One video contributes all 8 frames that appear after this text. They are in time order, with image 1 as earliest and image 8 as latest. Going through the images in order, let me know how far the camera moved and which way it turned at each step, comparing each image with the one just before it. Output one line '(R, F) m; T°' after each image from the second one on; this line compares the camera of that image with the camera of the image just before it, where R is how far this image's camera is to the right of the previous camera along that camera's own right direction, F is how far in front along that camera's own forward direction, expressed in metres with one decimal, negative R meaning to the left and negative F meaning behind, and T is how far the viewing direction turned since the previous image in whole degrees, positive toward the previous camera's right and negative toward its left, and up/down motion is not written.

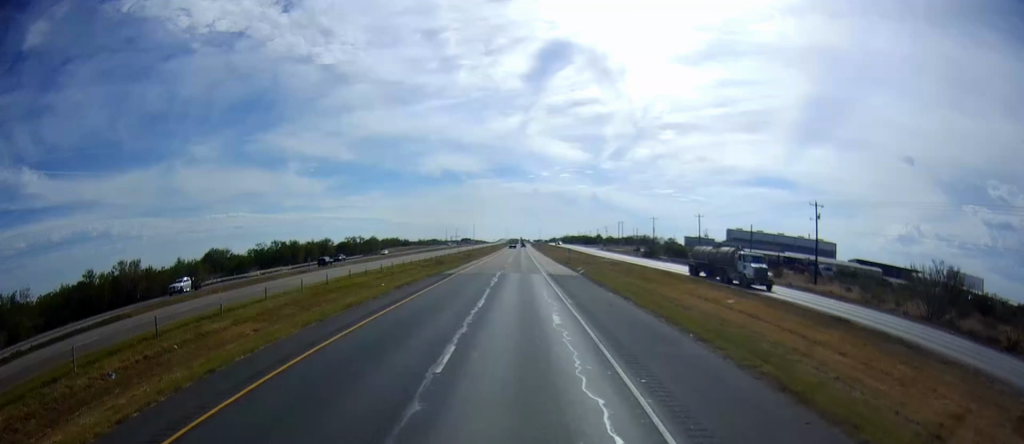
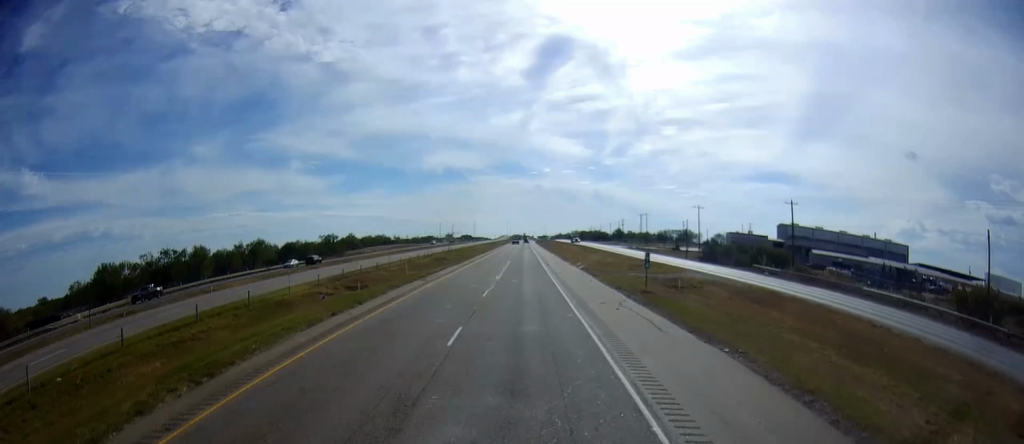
(0.0, +51.7) m; 0°
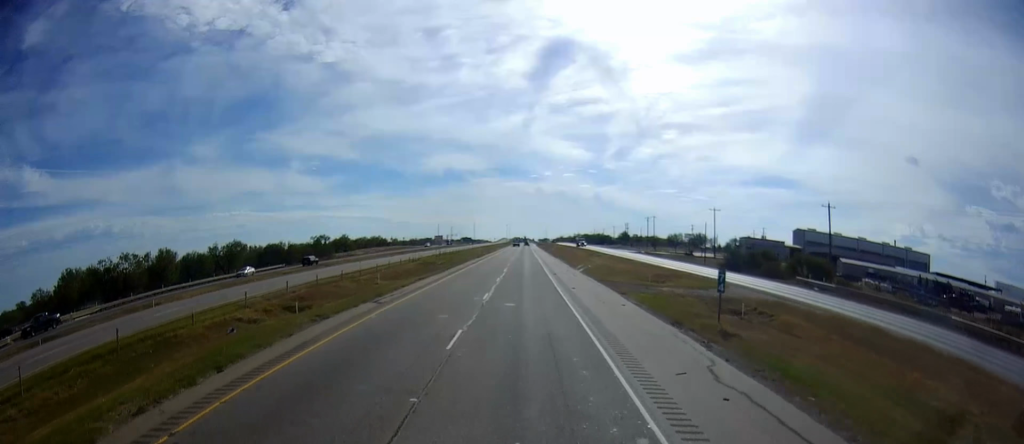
(0.0, +12.7) m; 0°
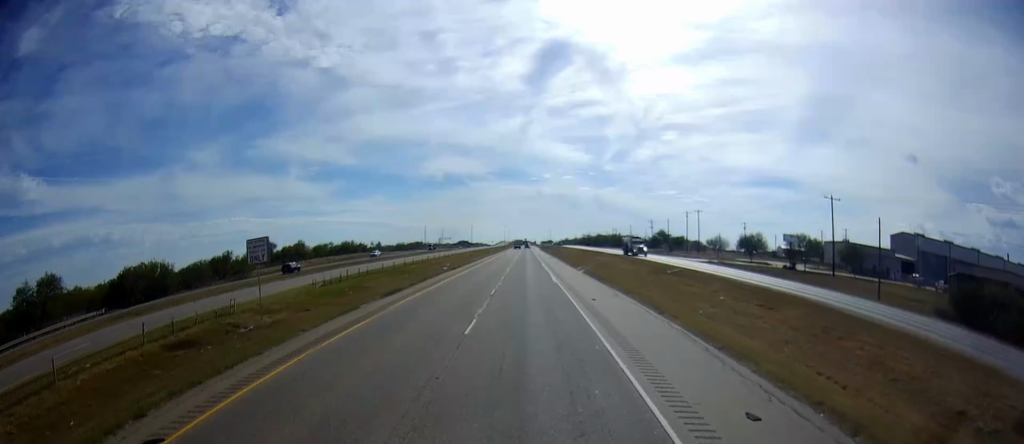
(+0.4, +59.2) m; 0°
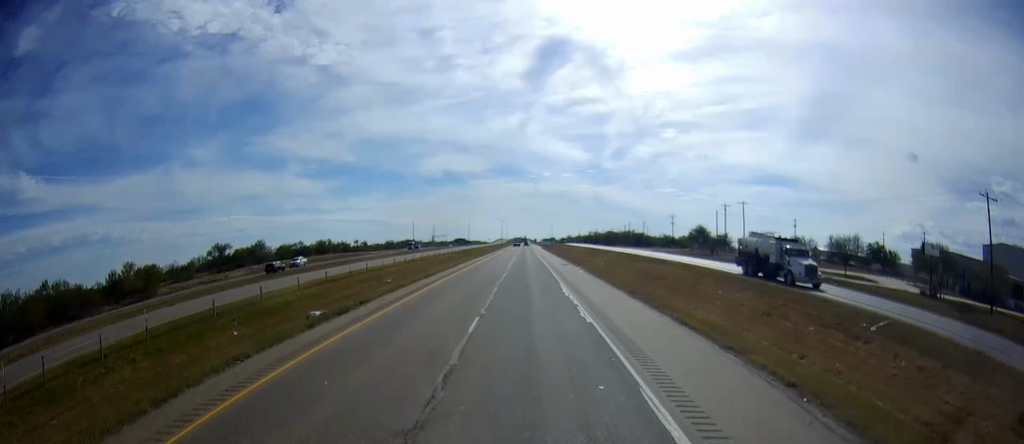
(-0.2, +36.9) m; -2°
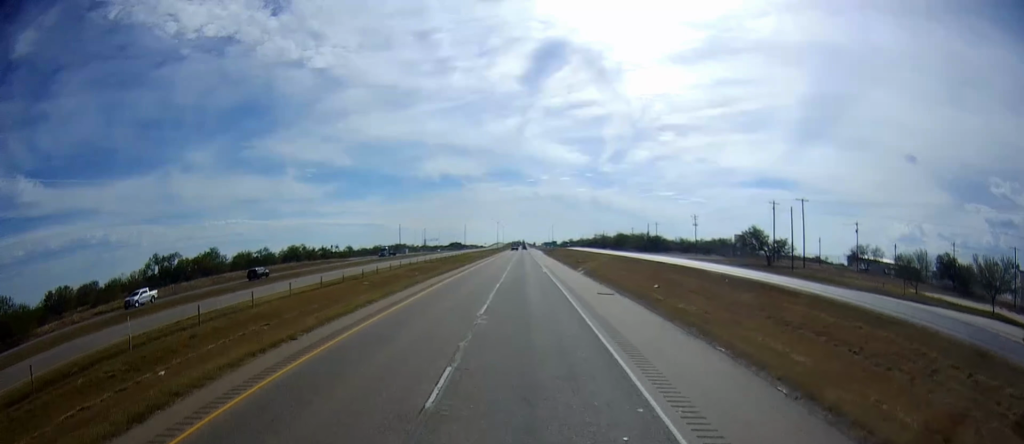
(-0.7, +31.7) m; -1°
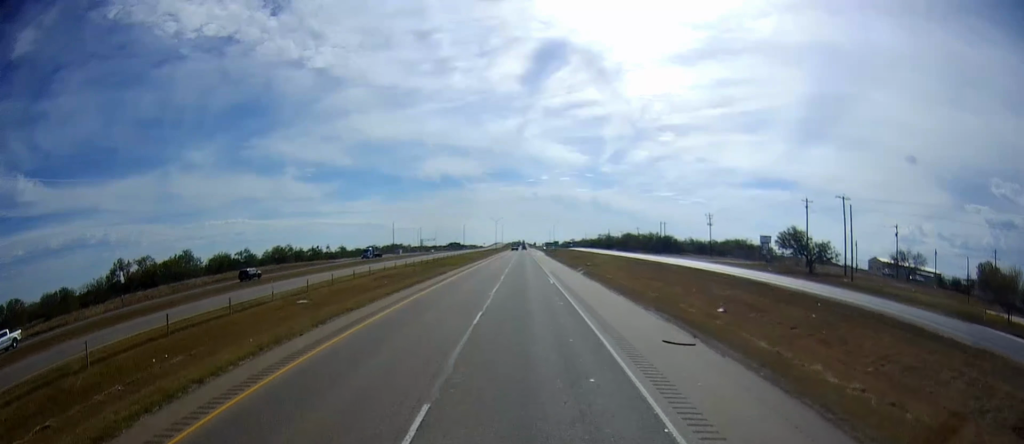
(0.0, +15.1) m; +1°
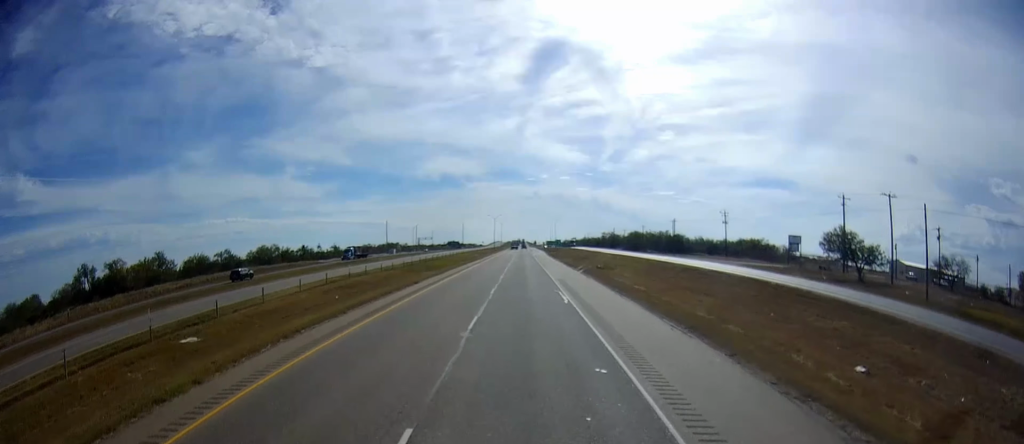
(+0.2, +13.7) m; +1°
